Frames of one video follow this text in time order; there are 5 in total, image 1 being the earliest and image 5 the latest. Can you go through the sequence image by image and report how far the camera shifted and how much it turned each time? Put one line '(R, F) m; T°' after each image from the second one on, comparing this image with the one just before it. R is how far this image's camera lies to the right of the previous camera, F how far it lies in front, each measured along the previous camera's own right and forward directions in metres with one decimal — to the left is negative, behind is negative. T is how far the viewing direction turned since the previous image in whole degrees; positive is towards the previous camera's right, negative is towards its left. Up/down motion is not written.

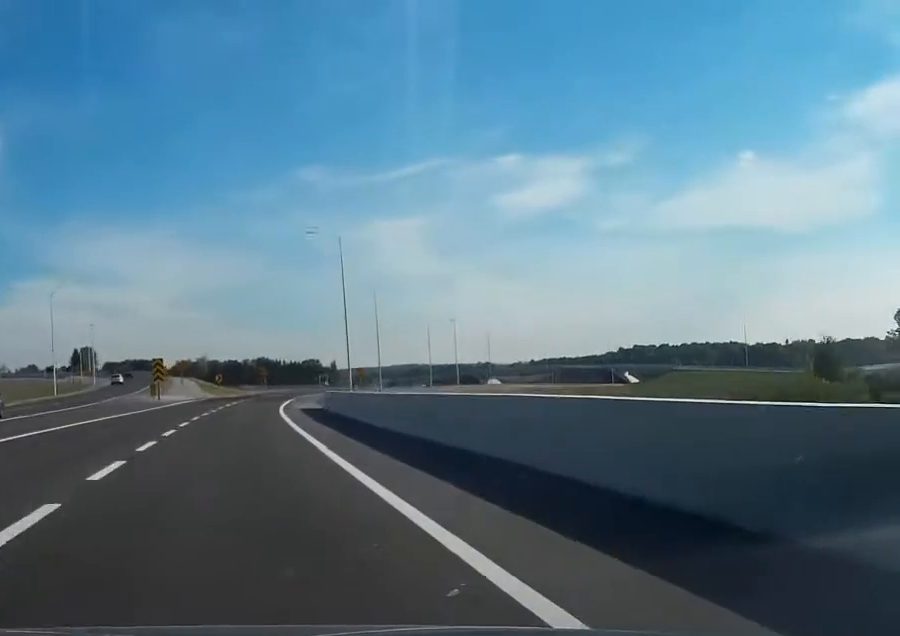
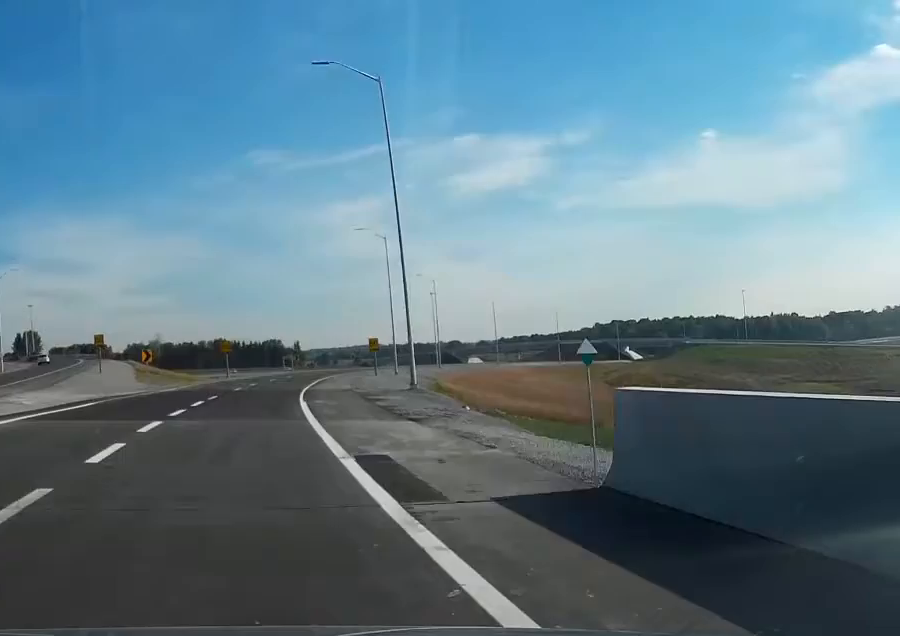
(+0.9, +47.0) m; +3°
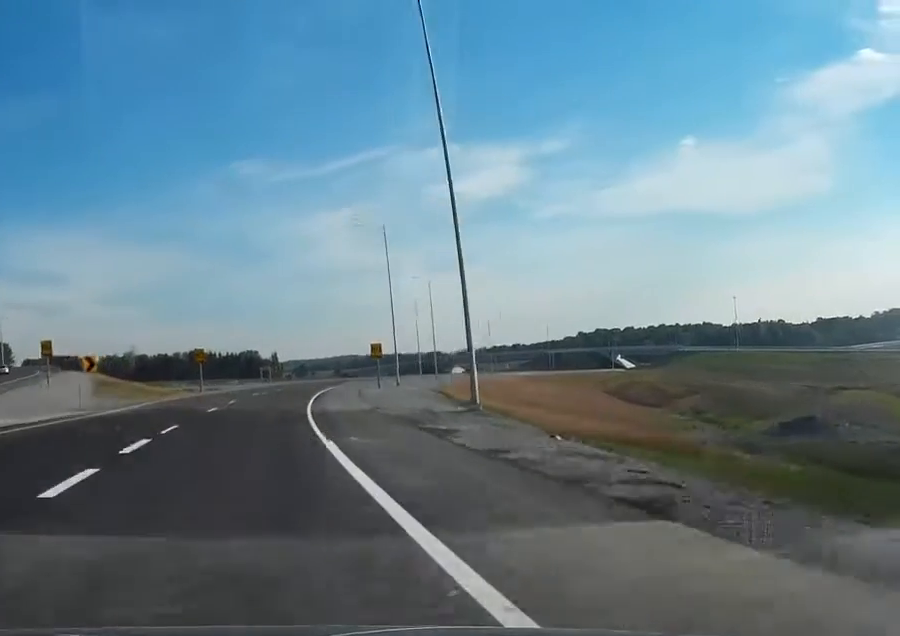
(+0.2, +14.7) m; +1°
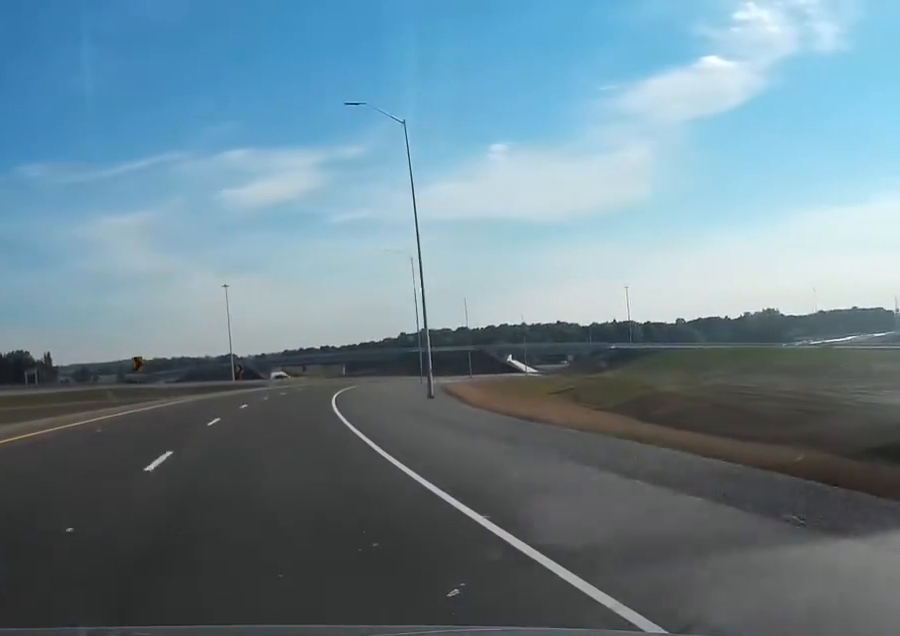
(+9.9, +99.3) m; +12°
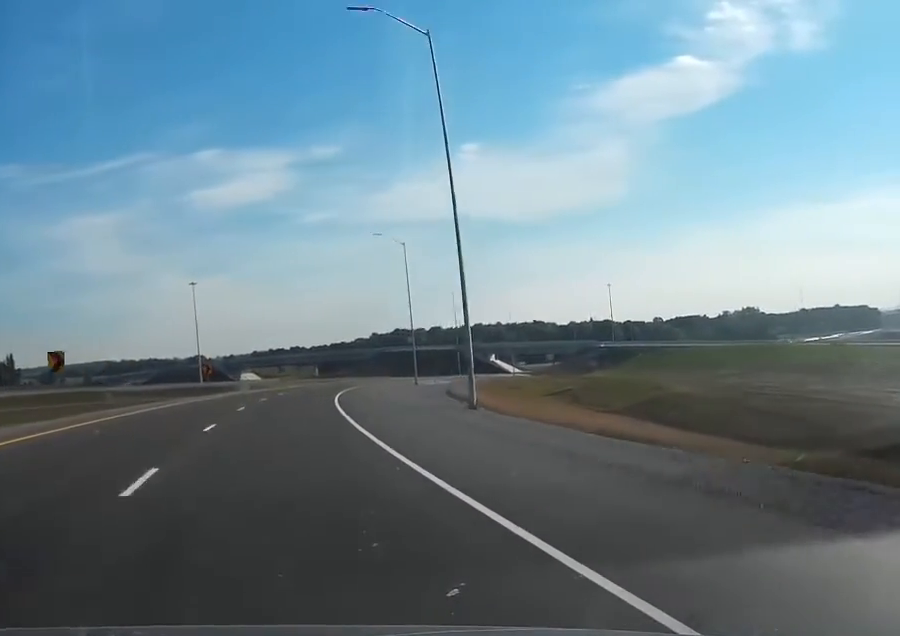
(+0.1, +14.6) m; +2°
